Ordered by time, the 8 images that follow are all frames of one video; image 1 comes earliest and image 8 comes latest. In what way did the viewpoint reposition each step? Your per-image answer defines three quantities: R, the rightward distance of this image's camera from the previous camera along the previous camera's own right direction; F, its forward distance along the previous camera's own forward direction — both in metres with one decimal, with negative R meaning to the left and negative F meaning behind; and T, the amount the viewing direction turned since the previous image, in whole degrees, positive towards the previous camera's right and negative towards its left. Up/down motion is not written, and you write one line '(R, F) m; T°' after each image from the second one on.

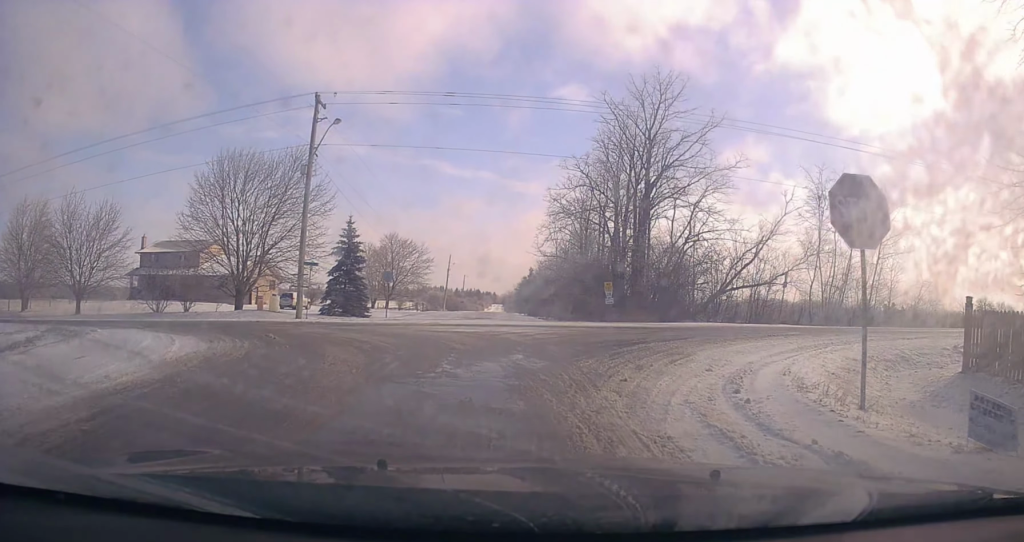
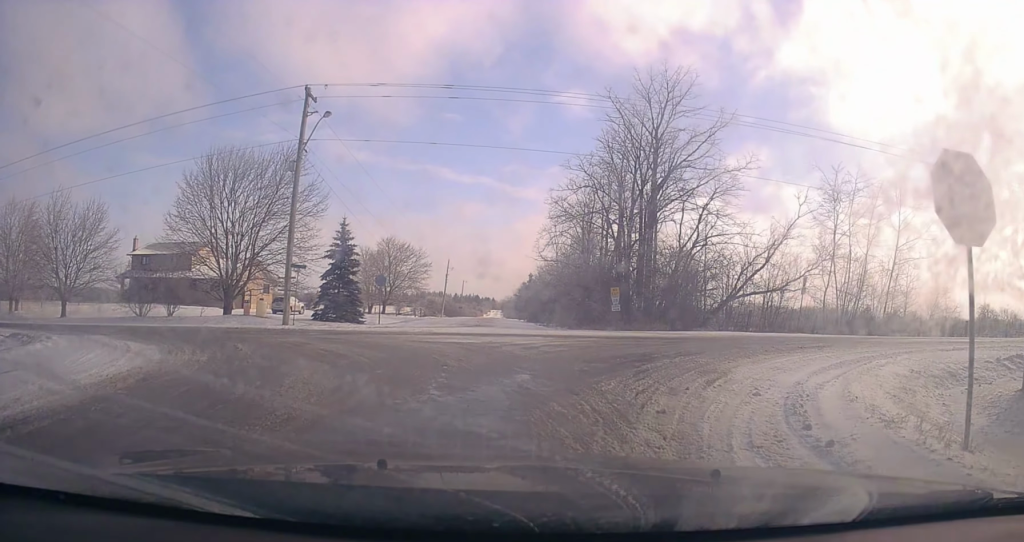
(-0.1, +2.5) m; +5°
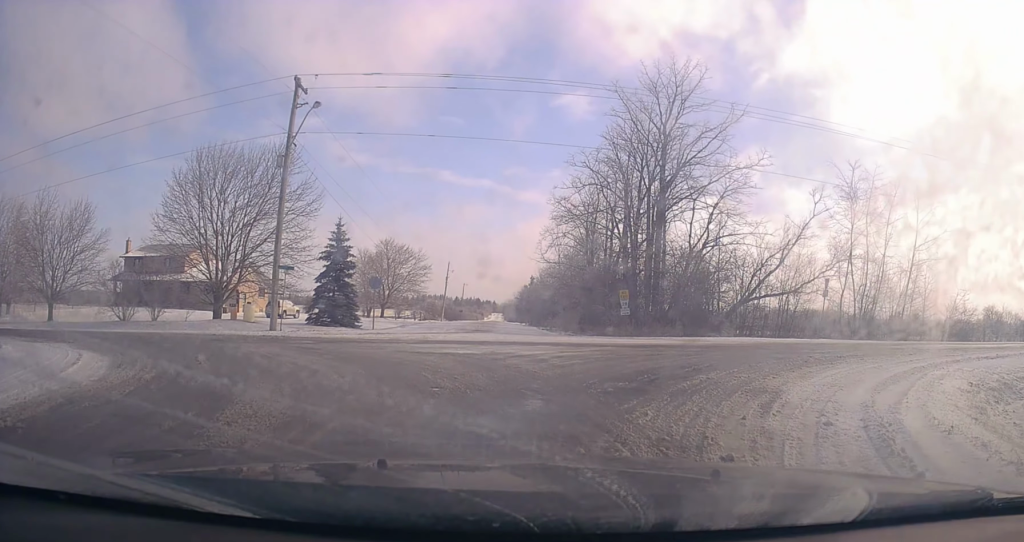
(+0.3, +2.4) m; +2°
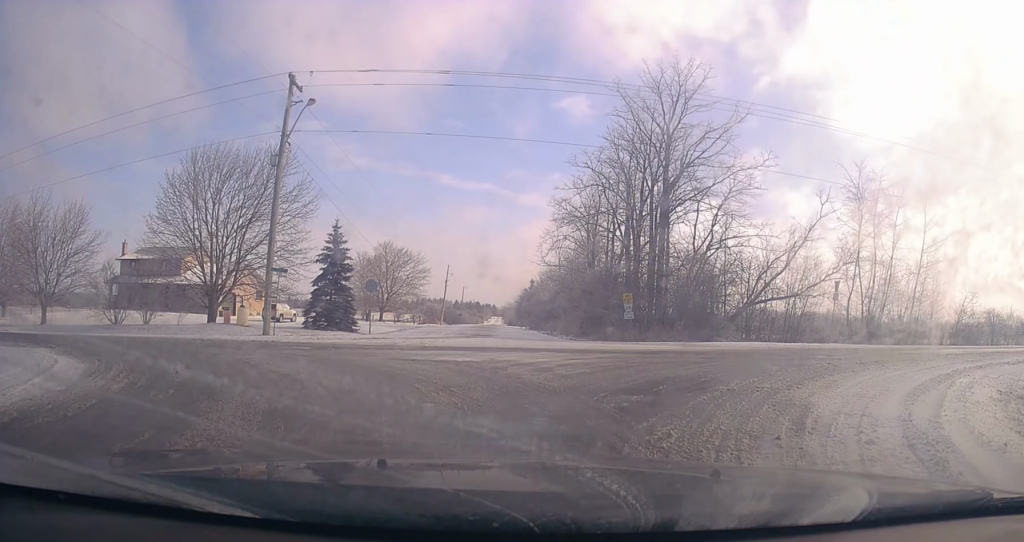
(+0.3, +1.5) m; 0°
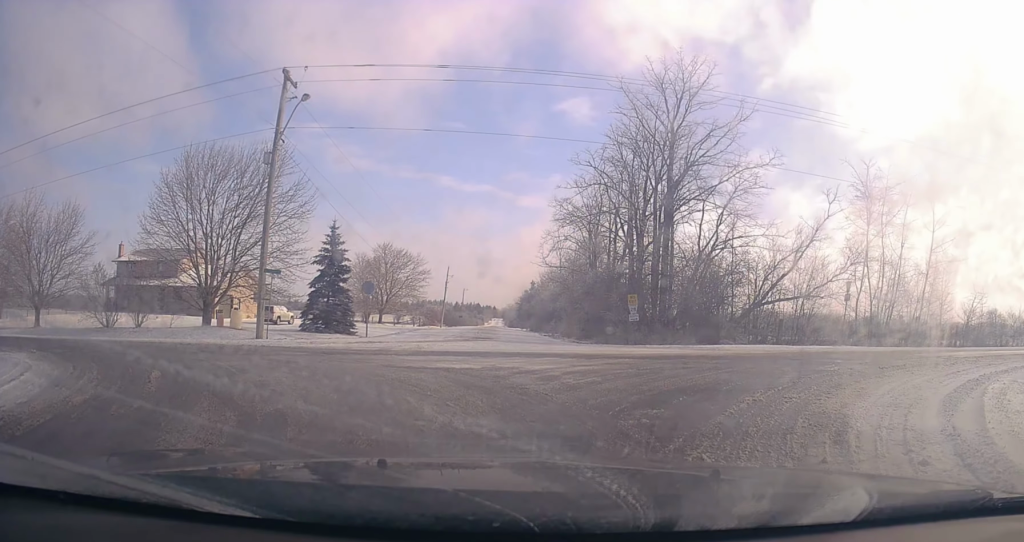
(-0.4, +1.4) m; 0°
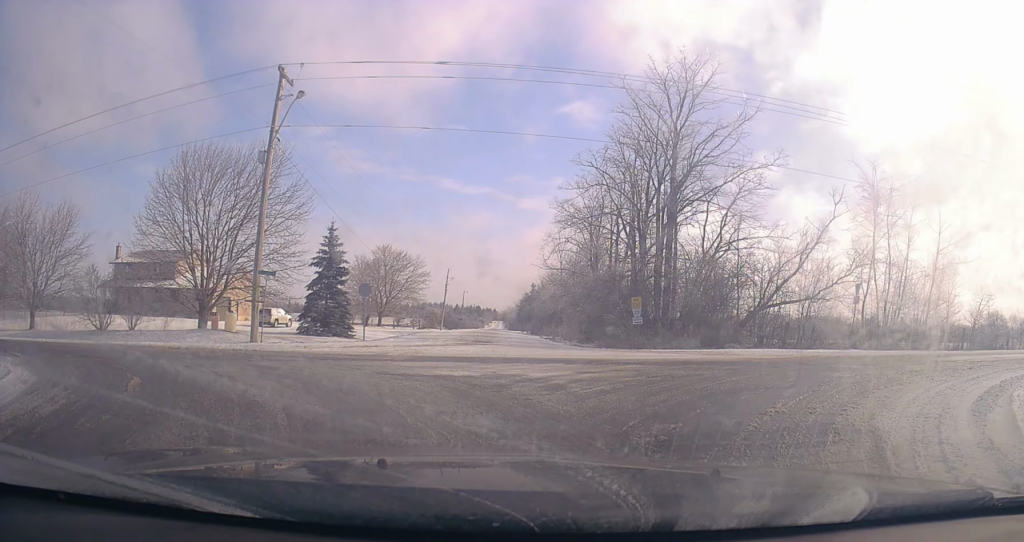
(-0.1, +1.4) m; 0°
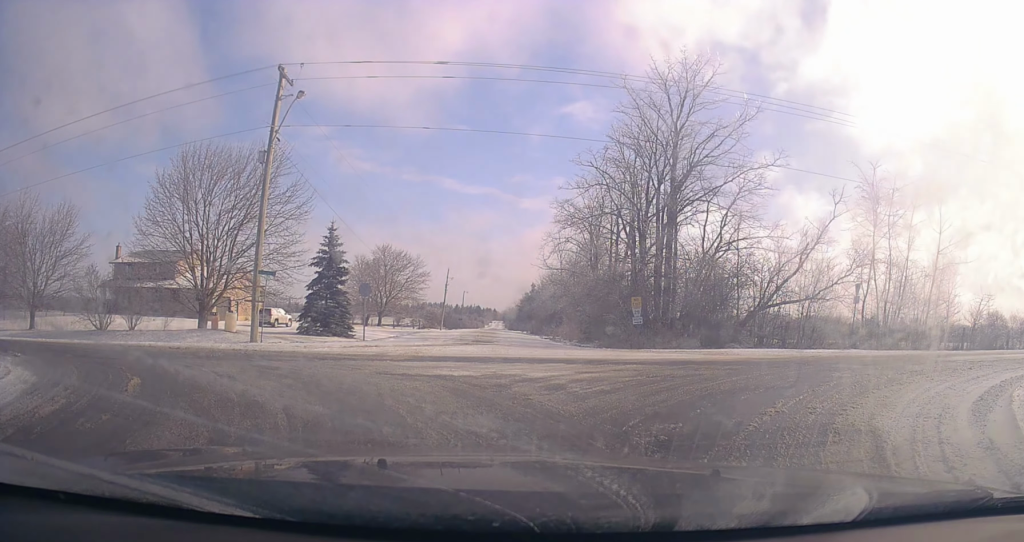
(0.0, 0.0) m; 0°
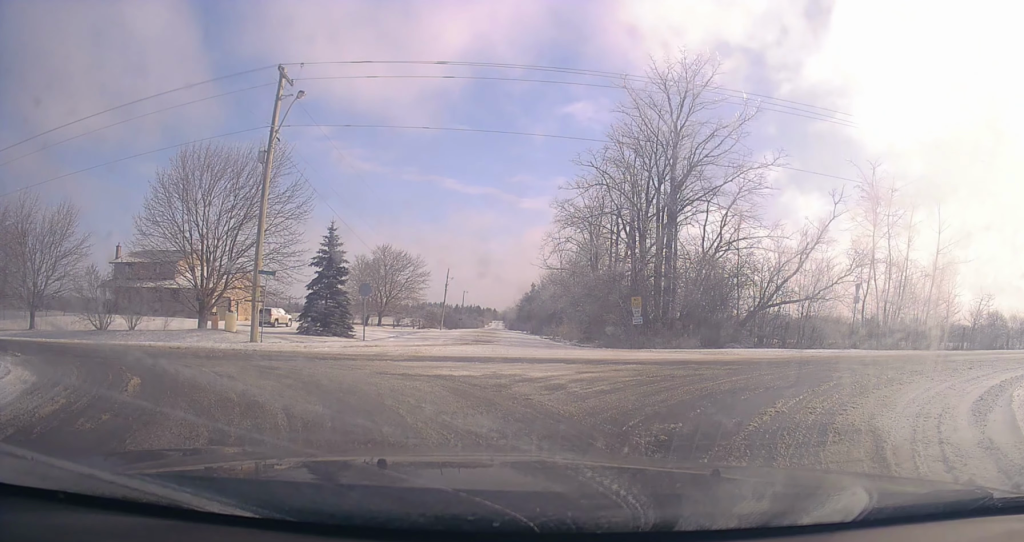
(0.0, 0.0) m; 0°
